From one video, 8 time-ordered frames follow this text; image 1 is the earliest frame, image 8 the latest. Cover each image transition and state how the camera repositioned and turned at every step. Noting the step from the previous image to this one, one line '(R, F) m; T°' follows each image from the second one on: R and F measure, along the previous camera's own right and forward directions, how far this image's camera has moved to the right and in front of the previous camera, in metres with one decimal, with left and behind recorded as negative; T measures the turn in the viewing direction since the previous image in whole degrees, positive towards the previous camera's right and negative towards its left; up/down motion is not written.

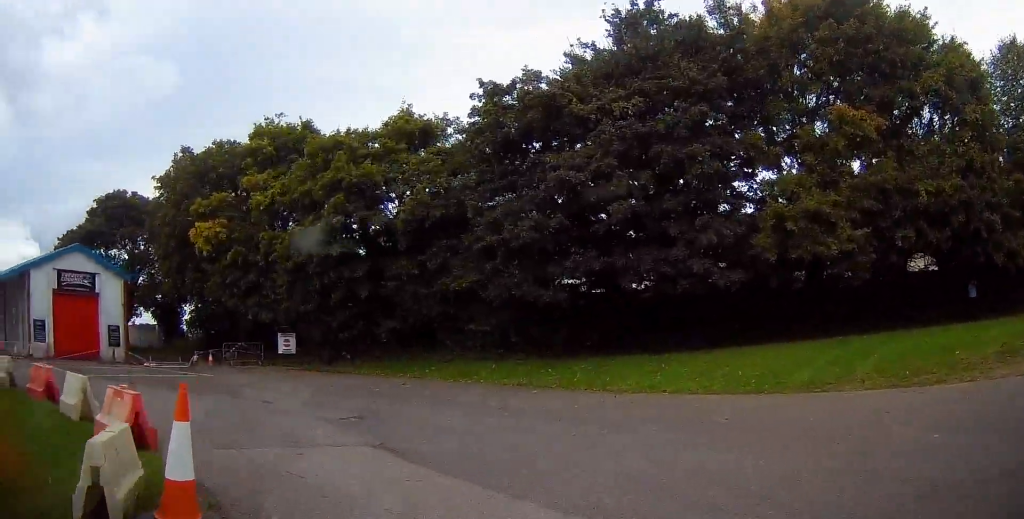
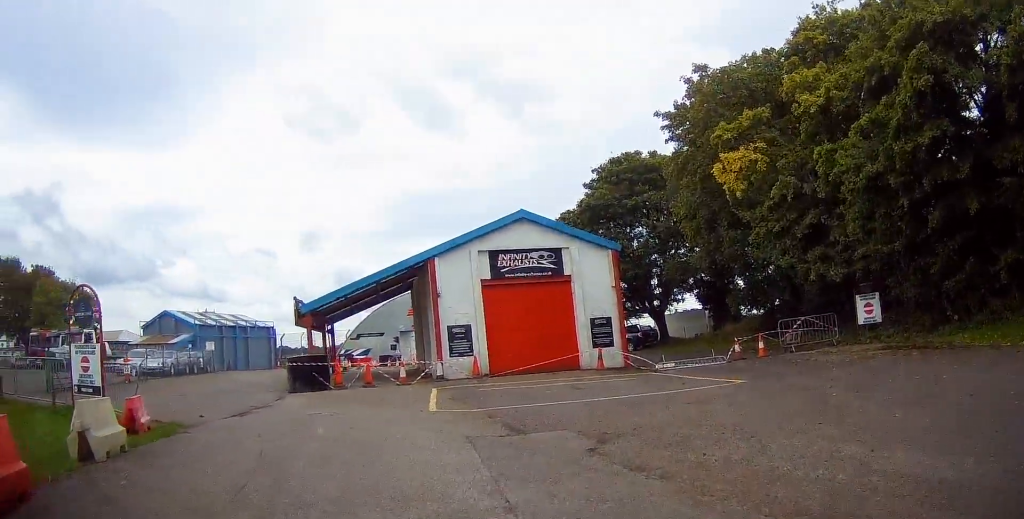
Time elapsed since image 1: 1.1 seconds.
(-3.5, +9.0) m; -45°
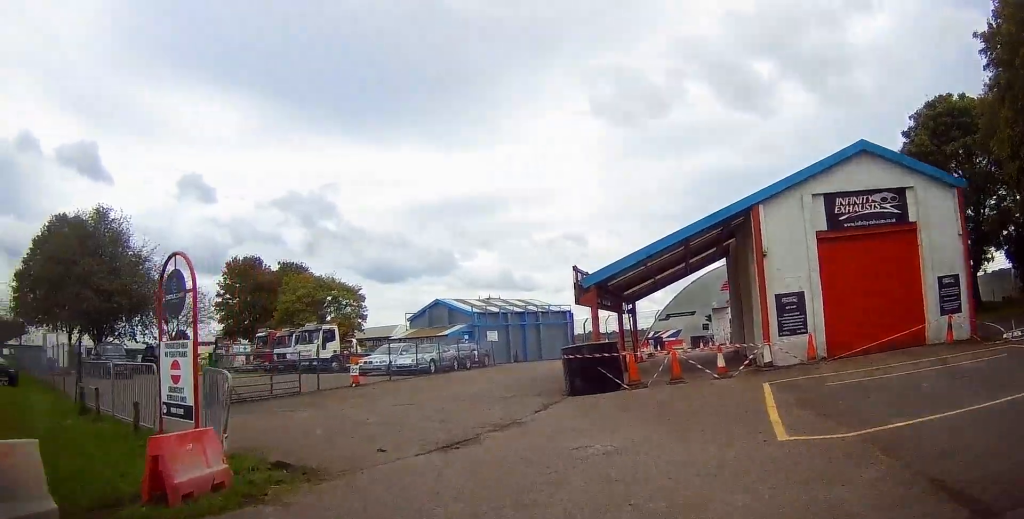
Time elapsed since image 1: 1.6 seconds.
(-0.8, +5.2) m; -20°
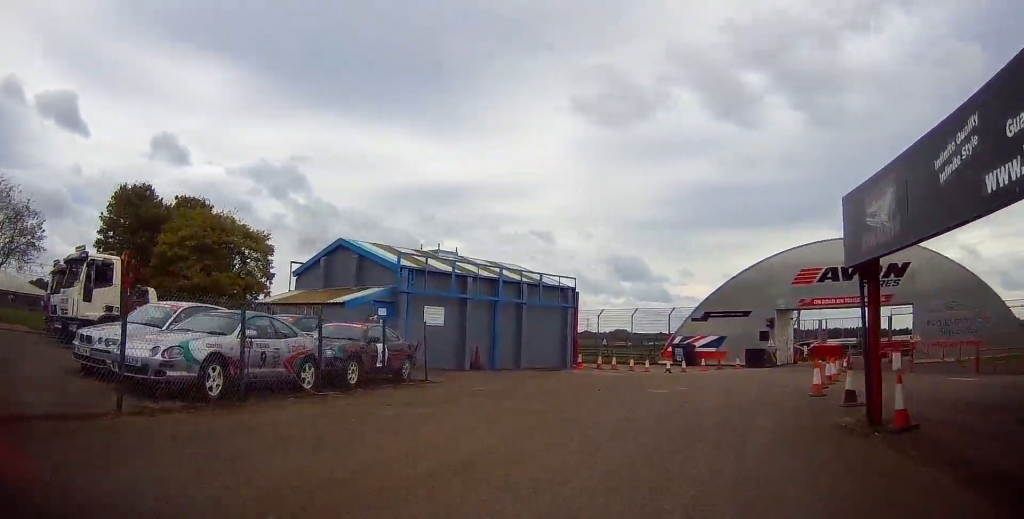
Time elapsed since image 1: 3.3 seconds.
(-4.3, +18.9) m; -3°
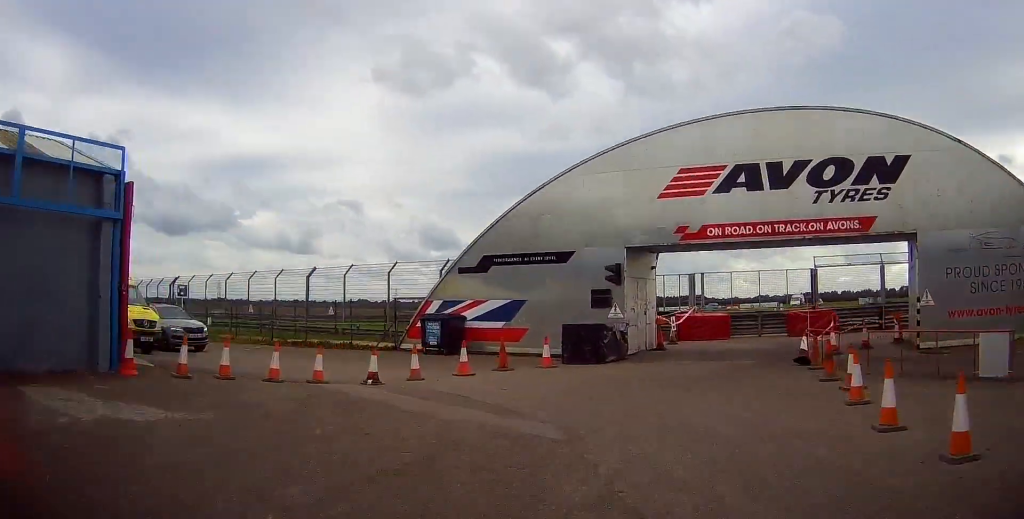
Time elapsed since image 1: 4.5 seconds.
(+2.8, +17.0) m; +16°
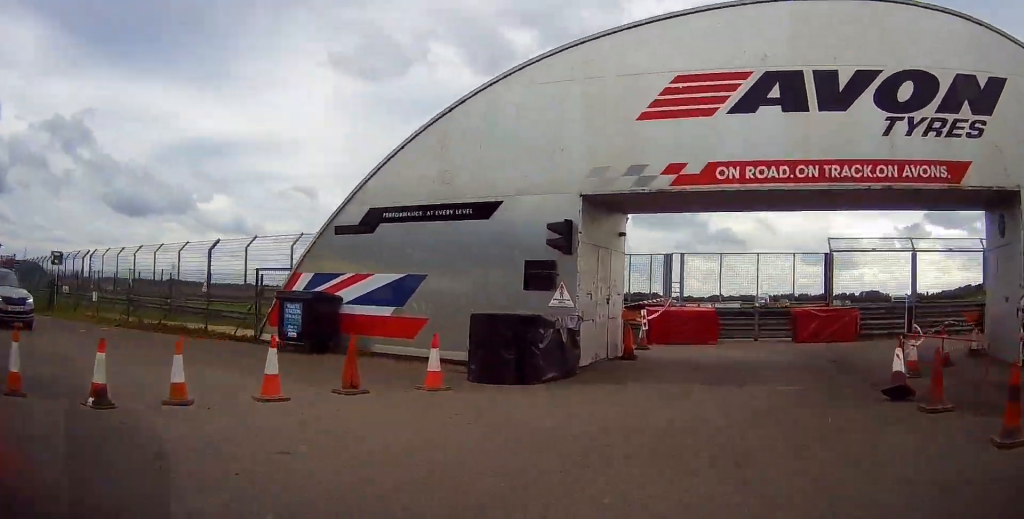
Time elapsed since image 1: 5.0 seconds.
(+0.4, +6.6) m; +8°
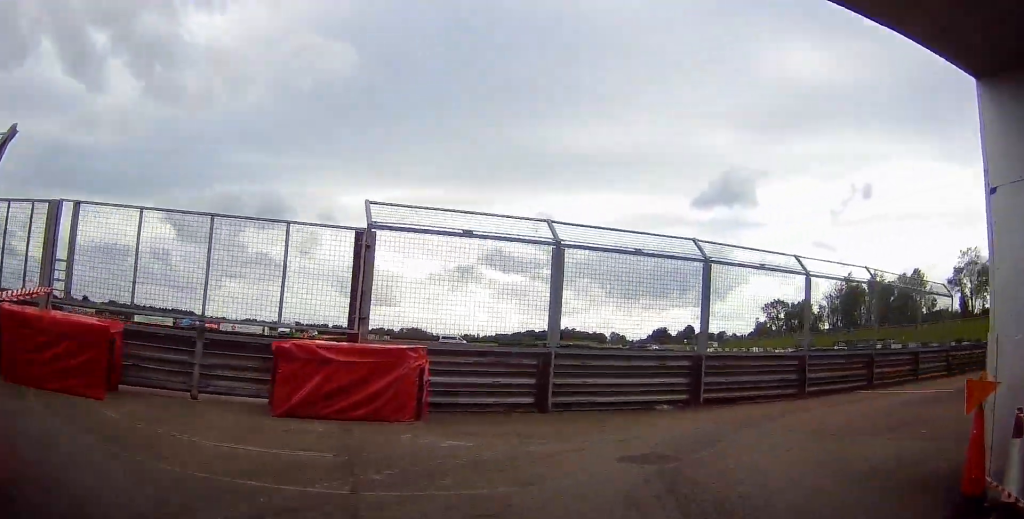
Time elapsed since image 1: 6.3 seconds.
(+2.5, +12.5) m; +40°
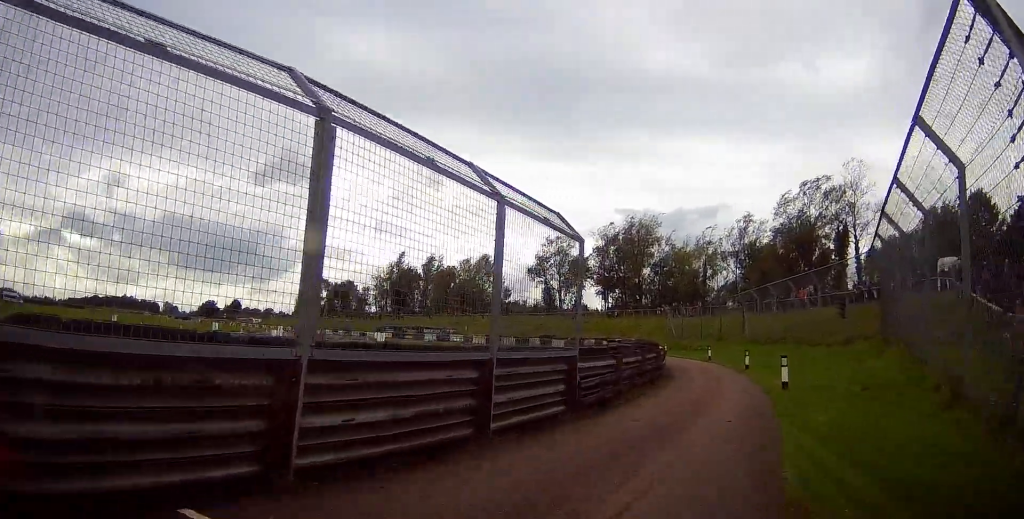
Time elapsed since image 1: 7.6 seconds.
(+5.4, +11.1) m; +38°
